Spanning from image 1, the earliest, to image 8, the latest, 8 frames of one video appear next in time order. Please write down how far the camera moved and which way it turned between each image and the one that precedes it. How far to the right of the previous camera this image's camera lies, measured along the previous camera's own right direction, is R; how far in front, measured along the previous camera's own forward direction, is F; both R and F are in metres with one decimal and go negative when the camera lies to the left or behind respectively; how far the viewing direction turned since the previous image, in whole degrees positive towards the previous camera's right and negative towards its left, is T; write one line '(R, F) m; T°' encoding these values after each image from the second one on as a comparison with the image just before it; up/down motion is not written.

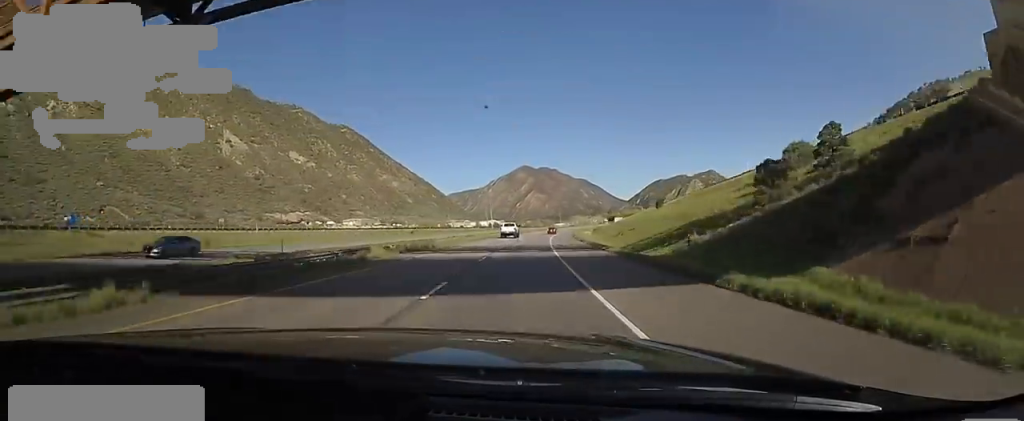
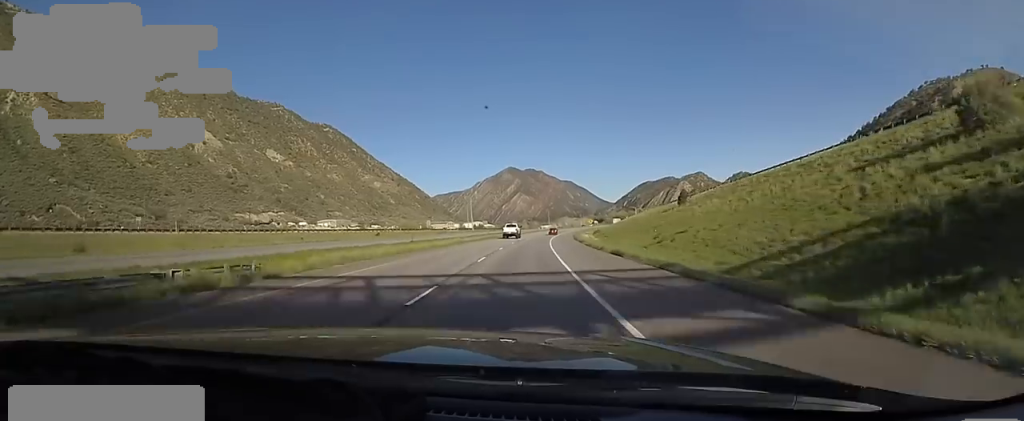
(+0.3, +23.8) m; +3°
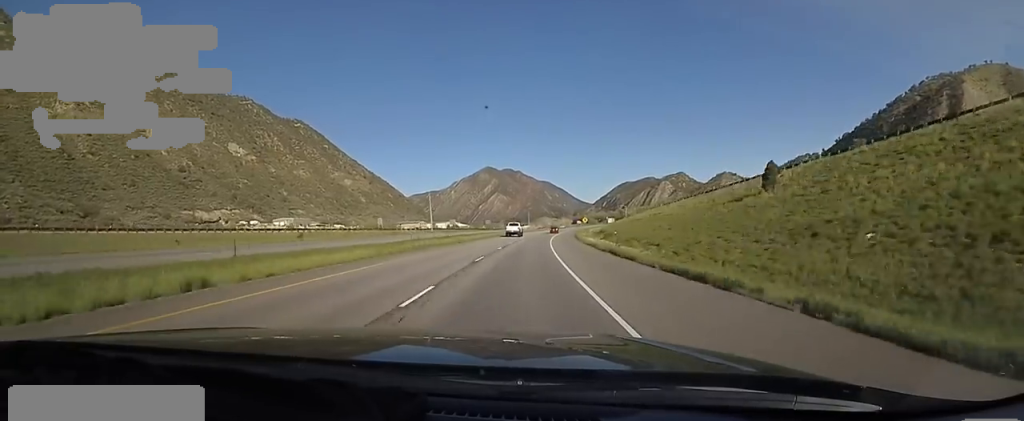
(+2.2, +37.3) m; +4°
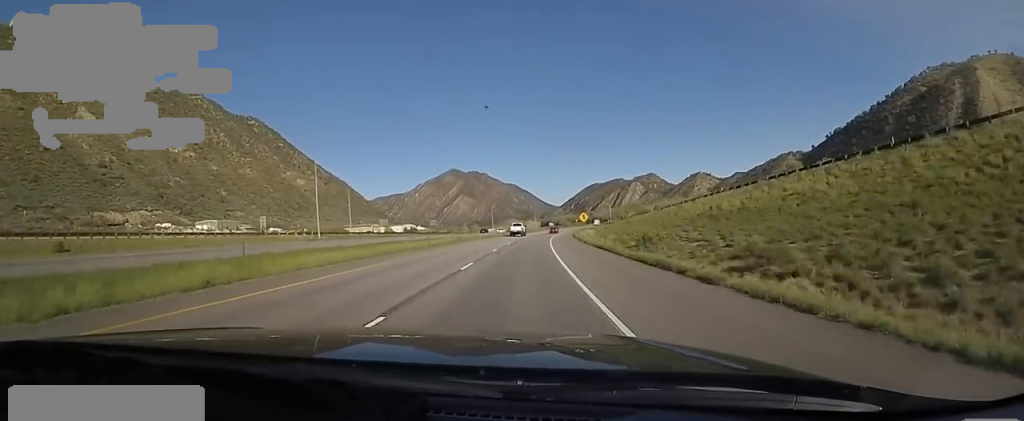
(+0.4, +52.0) m; +3°
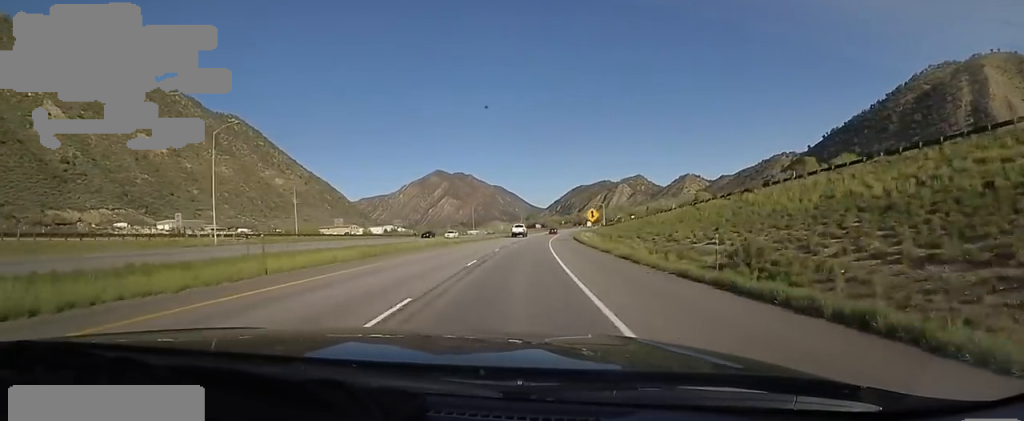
(+1.7, +22.0) m; +2°
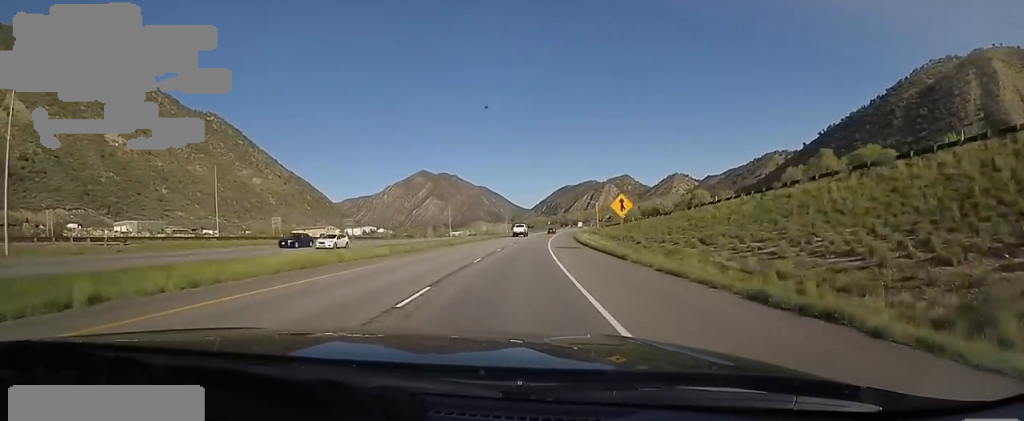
(-0.5, +22.1) m; 0°
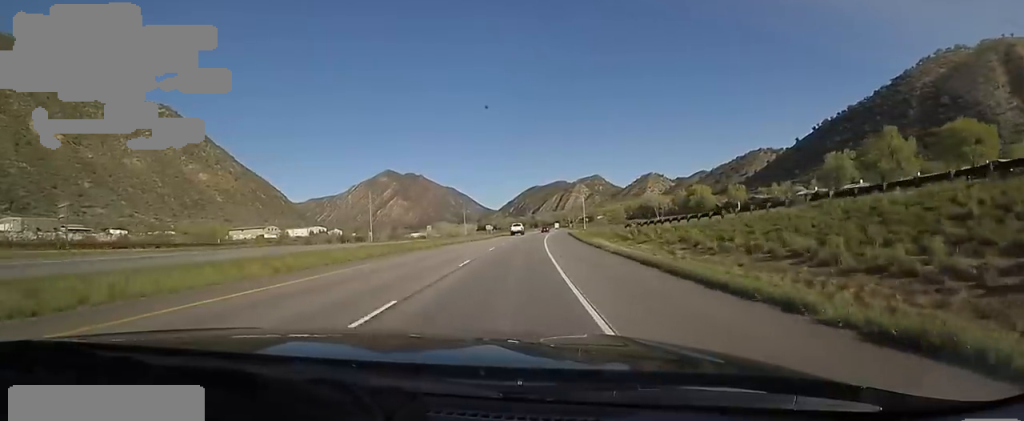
(+1.3, +50.4) m; +4°
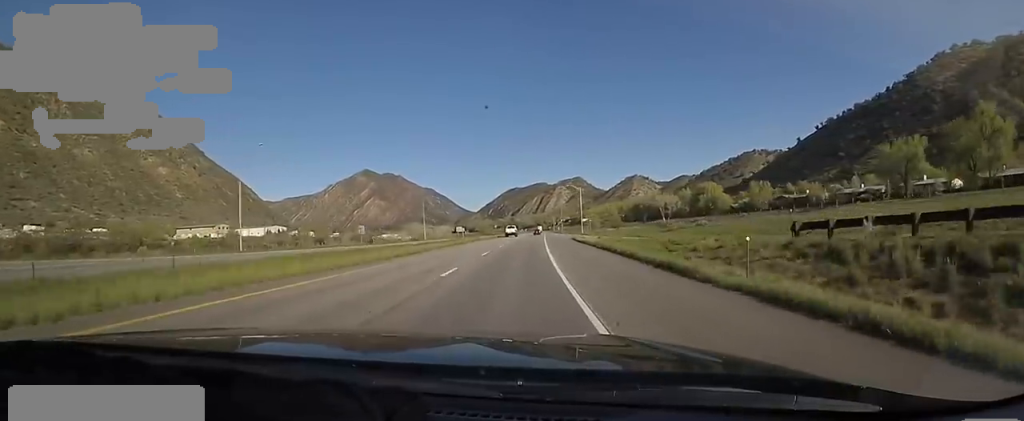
(+1.5, +39.6) m; +4°
